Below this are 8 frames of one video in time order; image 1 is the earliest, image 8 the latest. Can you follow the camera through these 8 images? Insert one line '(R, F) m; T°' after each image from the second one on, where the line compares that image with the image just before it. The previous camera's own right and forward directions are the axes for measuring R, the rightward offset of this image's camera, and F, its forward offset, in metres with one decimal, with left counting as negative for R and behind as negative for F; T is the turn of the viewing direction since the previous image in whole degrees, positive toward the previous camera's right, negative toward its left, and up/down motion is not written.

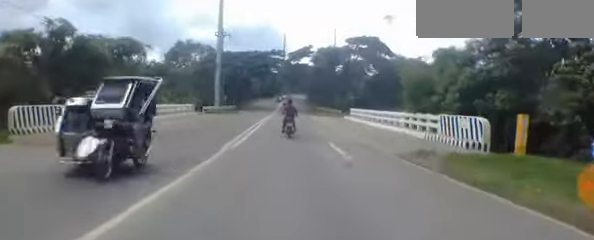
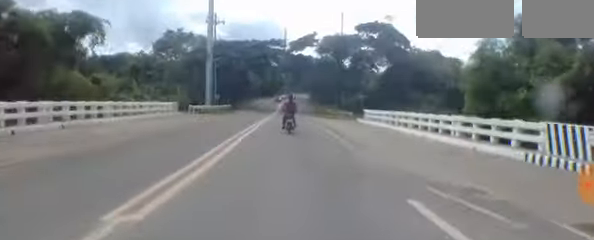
(0.0, +6.4) m; 0°
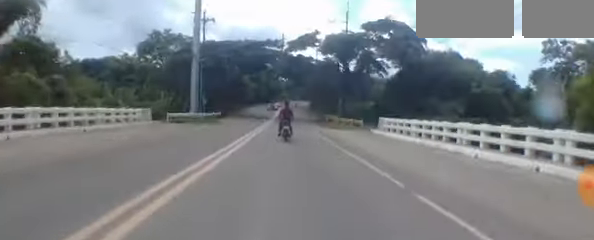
(+0.2, +6.2) m; 0°
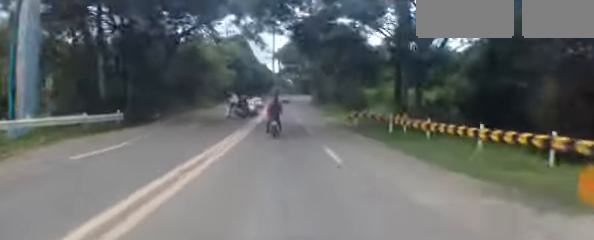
(-0.4, +25.0) m; -2°
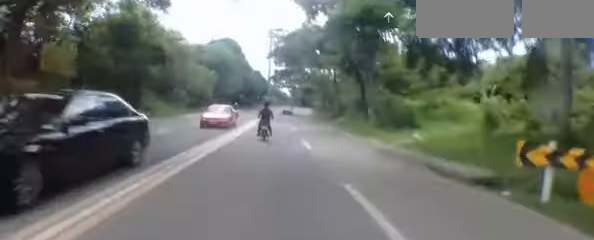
(-0.3, +14.0) m; -2°
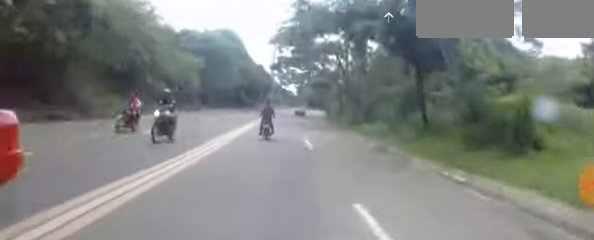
(-0.1, +9.5) m; -1°
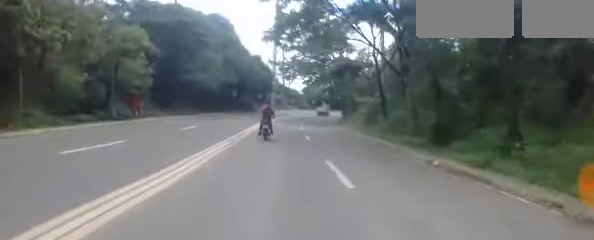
(0.0, +13.6) m; +2°
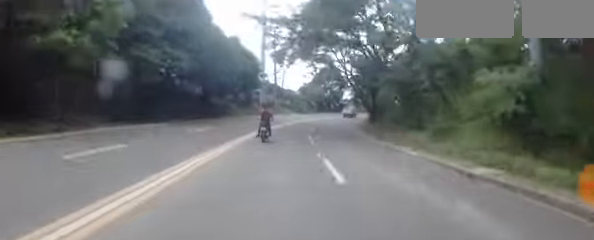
(+0.8, +17.1) m; +7°
